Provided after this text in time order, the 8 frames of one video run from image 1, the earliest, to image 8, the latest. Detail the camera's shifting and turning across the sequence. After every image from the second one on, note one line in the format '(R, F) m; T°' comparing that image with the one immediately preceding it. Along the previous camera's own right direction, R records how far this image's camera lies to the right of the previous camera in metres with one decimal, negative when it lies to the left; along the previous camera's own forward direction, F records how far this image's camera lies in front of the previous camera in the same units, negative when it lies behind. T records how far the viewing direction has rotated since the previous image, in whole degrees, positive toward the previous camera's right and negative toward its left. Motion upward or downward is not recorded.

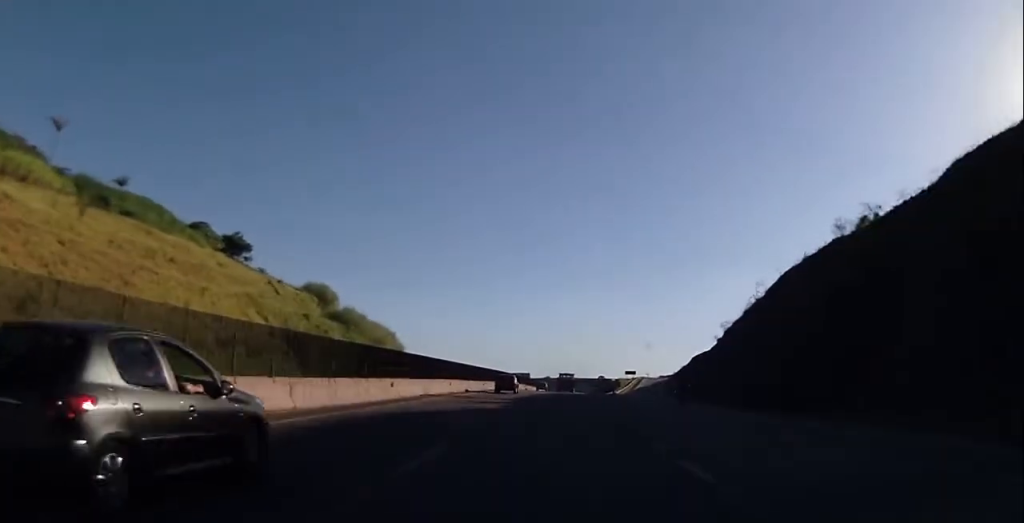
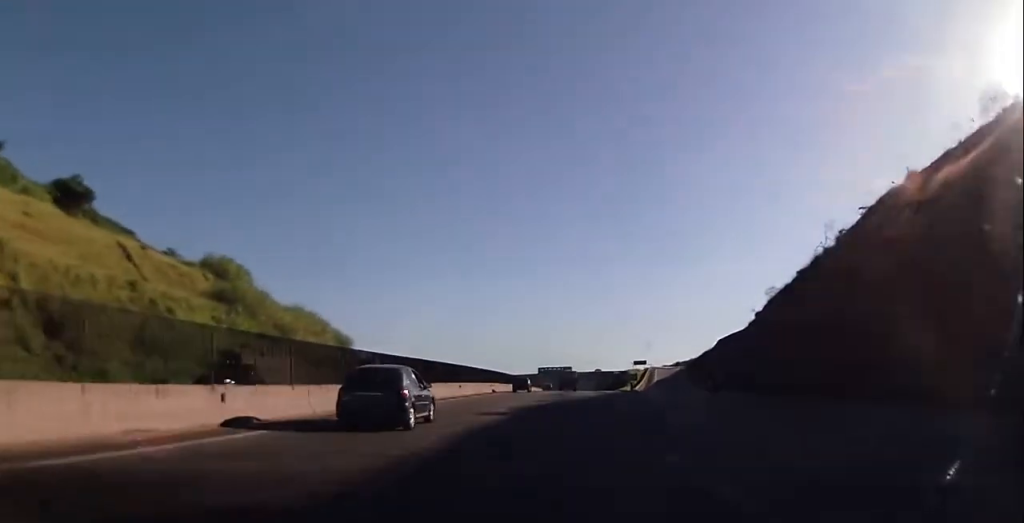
(-0.7, +31.1) m; -1°
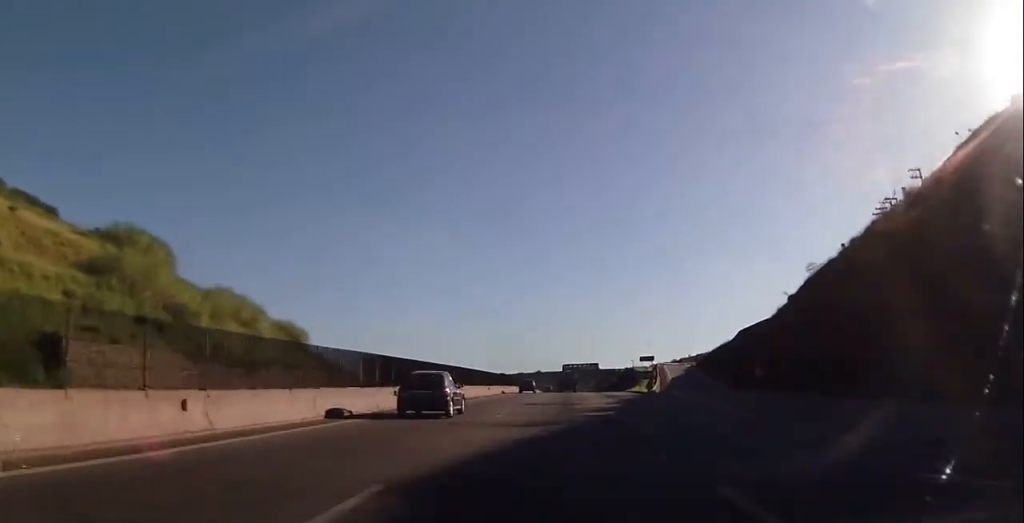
(+0.2, +17.8) m; +1°
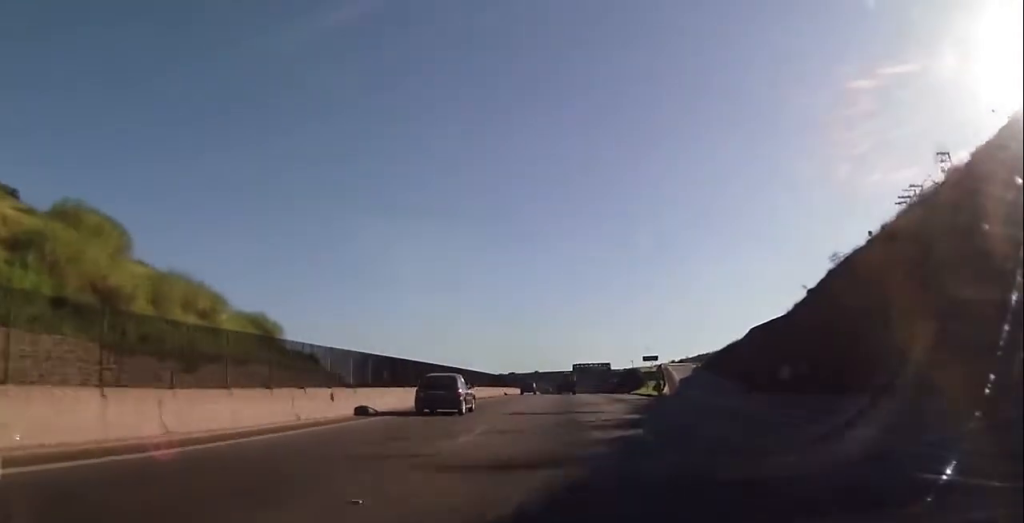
(0.0, +7.8) m; 0°
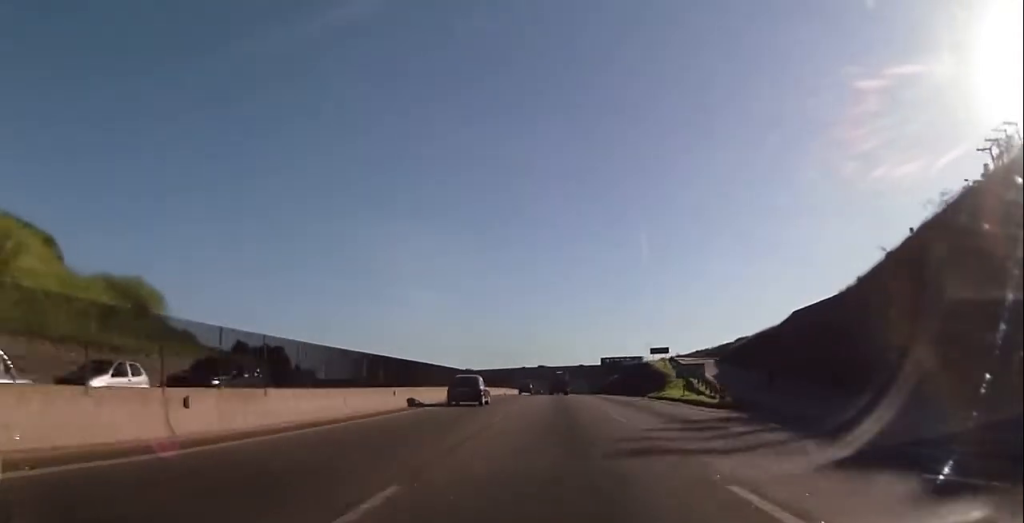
(0.0, +24.3) m; +1°
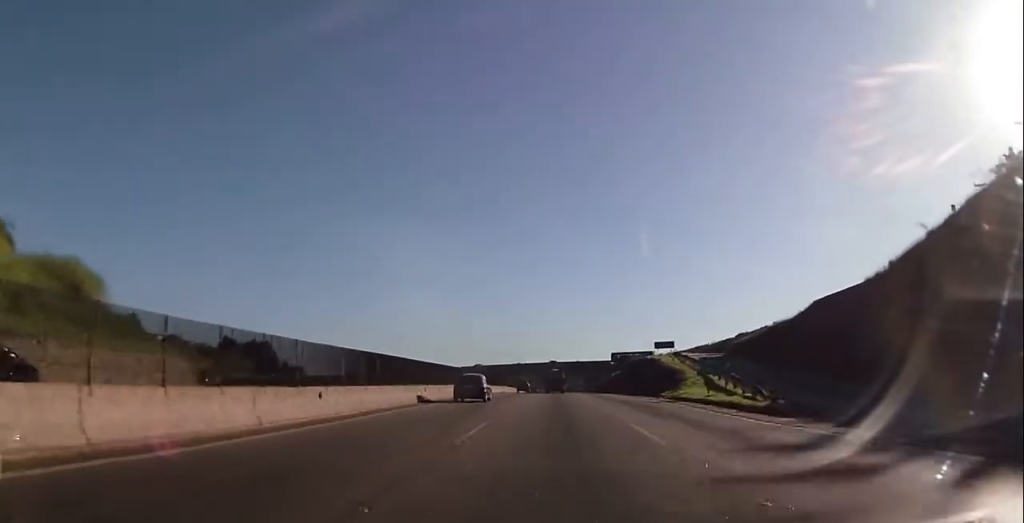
(-0.2, +8.5) m; +1°
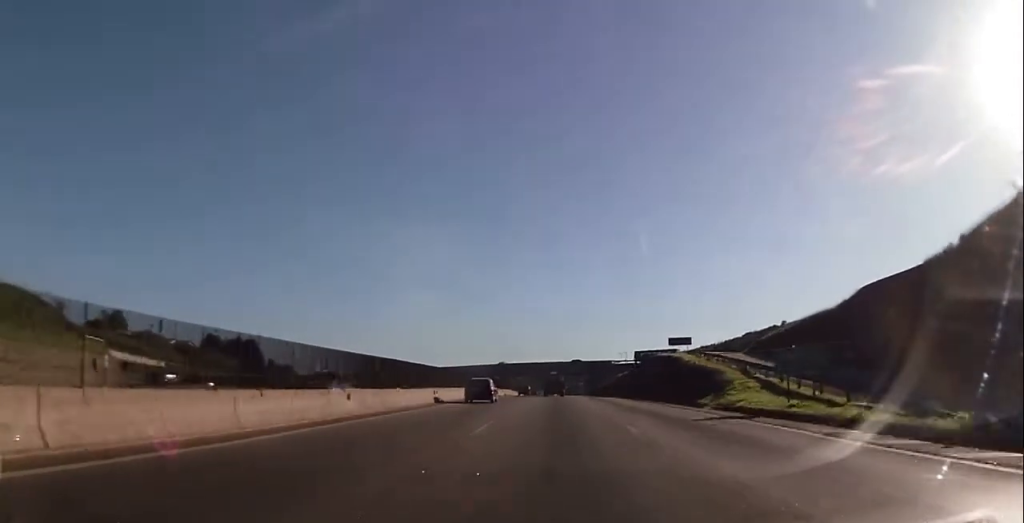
(+0.5, +13.2) m; +1°
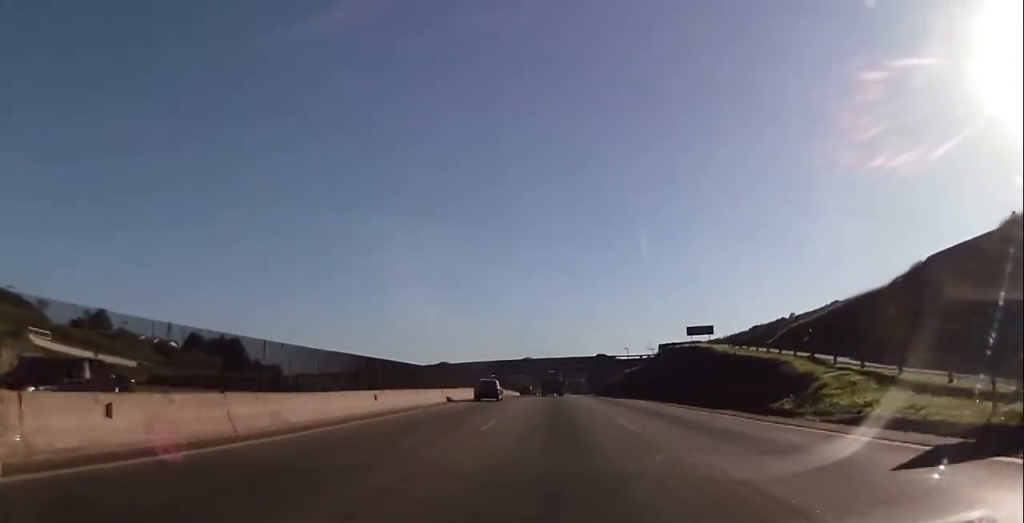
(0.0, +12.7) m; 0°
